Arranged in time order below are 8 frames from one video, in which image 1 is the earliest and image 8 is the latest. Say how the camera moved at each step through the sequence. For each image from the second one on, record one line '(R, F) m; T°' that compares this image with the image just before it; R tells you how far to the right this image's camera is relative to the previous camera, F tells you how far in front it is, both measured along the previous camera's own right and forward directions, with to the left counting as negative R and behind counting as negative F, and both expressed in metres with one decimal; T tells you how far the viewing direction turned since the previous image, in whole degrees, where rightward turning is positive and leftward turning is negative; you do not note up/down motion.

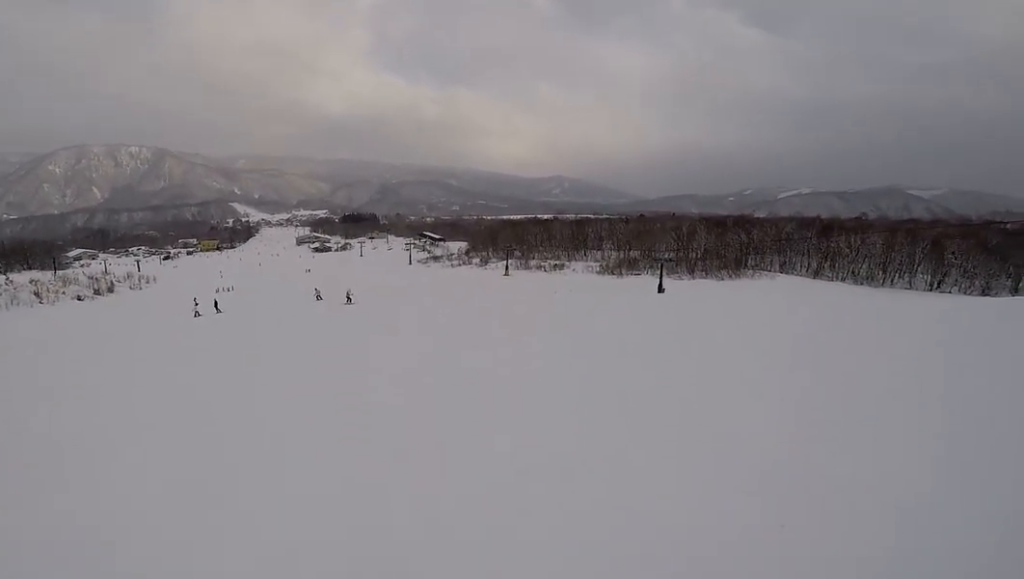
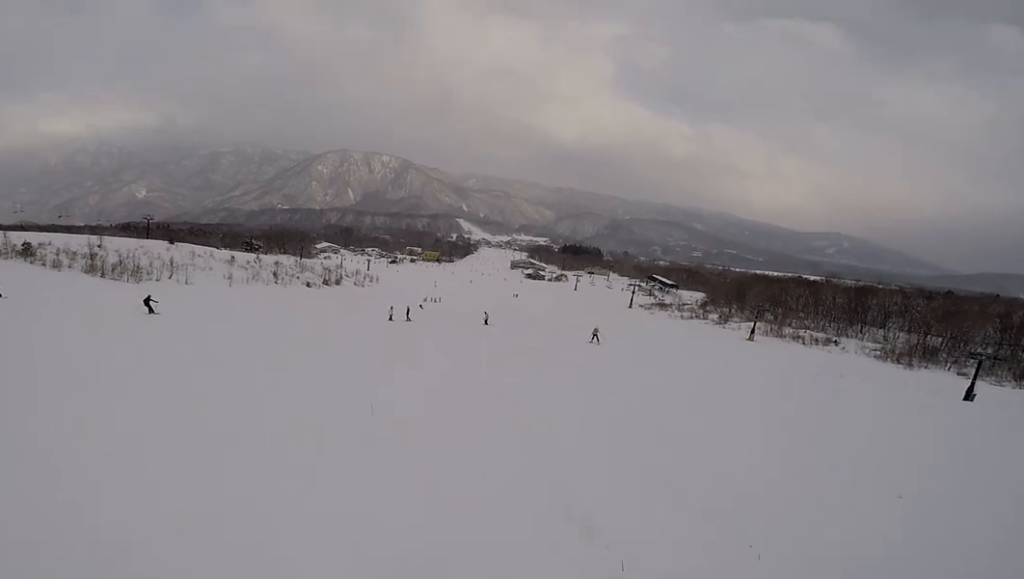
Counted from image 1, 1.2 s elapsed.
(-0.7, +4.8) m; -32°
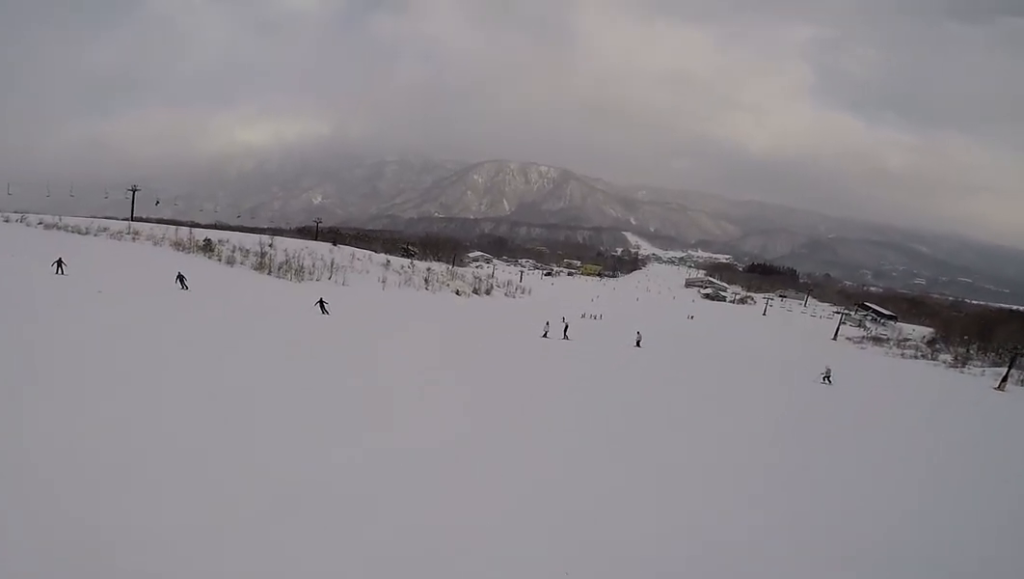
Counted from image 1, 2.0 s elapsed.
(-1.3, +3.4) m; -19°
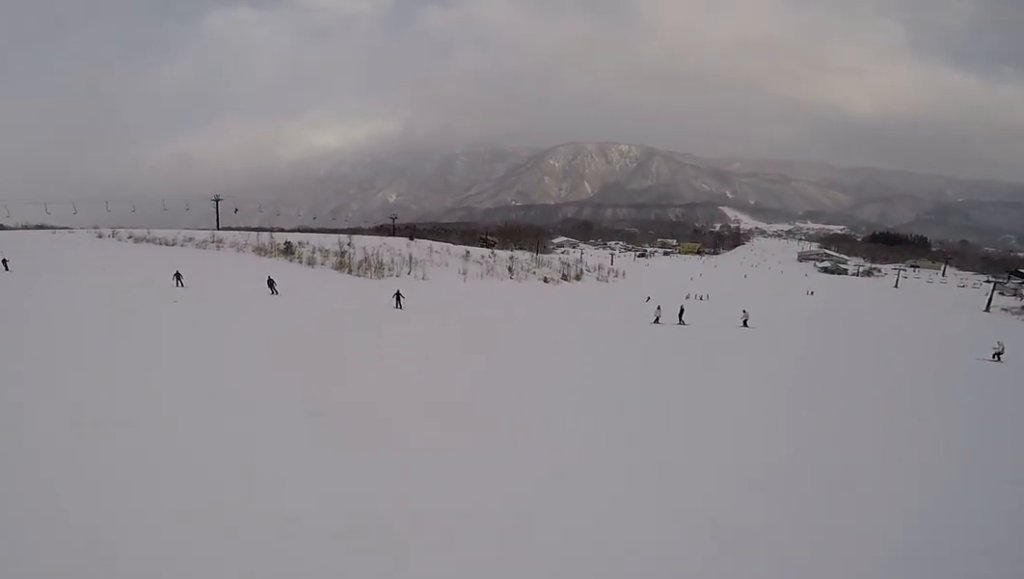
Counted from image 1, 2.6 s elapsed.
(-0.1, +2.9) m; -2°
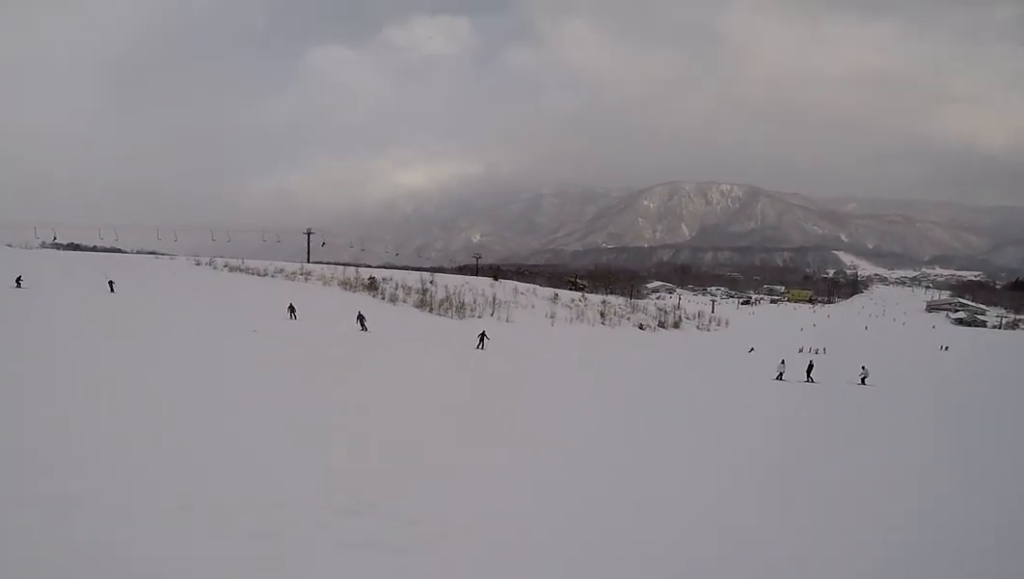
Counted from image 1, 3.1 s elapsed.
(0.0, +2.0) m; 0°
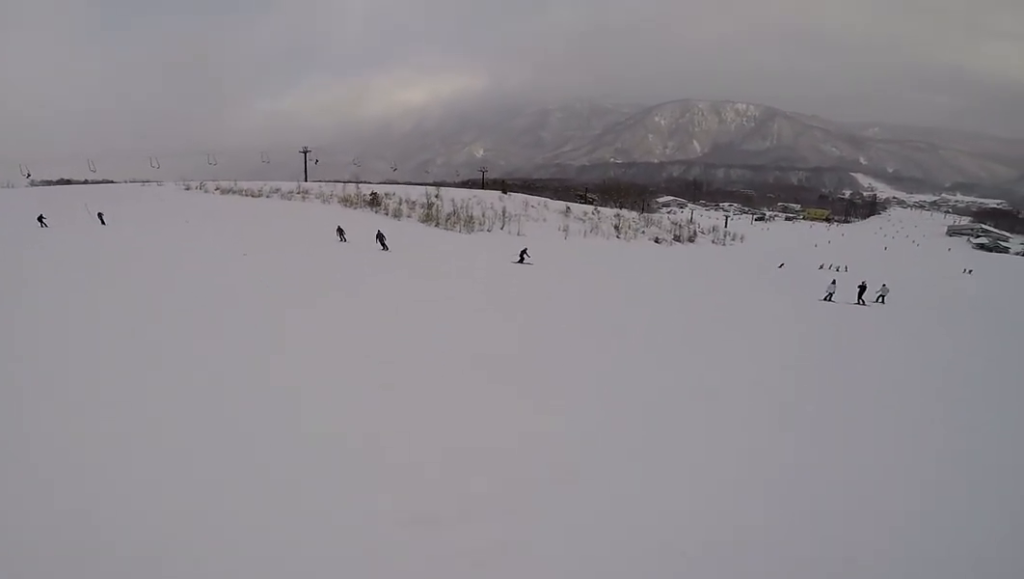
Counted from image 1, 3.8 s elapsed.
(0.0, +3.1) m; +1°
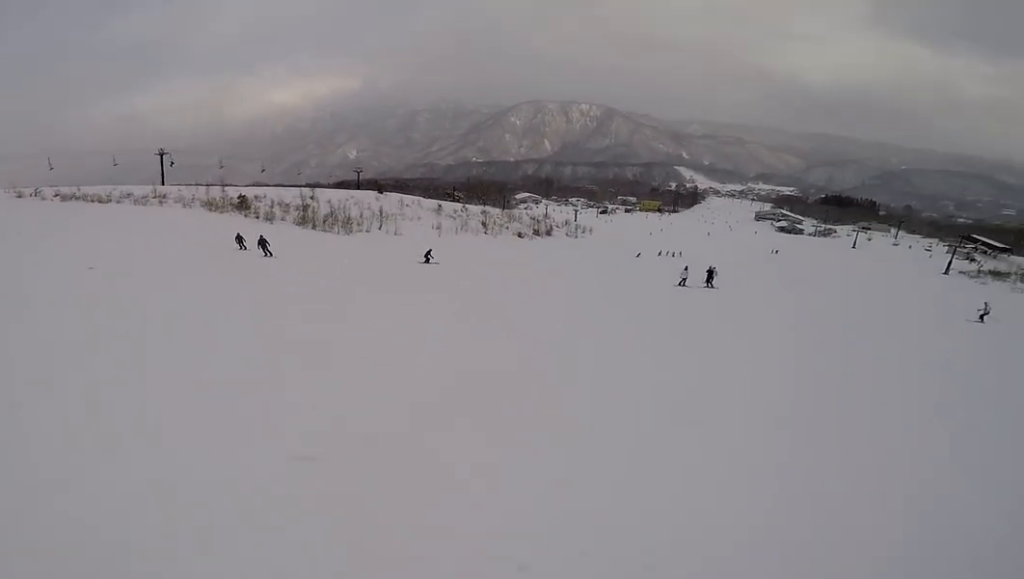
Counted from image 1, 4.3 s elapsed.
(0.0, +1.7) m; +7°
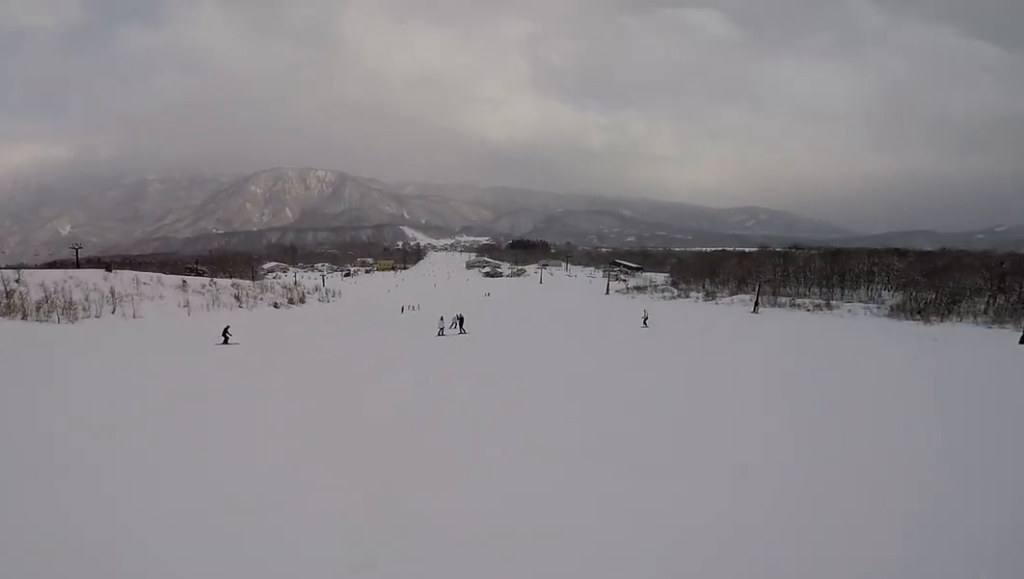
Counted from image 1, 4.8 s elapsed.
(-0.2, +2.3) m; +24°
